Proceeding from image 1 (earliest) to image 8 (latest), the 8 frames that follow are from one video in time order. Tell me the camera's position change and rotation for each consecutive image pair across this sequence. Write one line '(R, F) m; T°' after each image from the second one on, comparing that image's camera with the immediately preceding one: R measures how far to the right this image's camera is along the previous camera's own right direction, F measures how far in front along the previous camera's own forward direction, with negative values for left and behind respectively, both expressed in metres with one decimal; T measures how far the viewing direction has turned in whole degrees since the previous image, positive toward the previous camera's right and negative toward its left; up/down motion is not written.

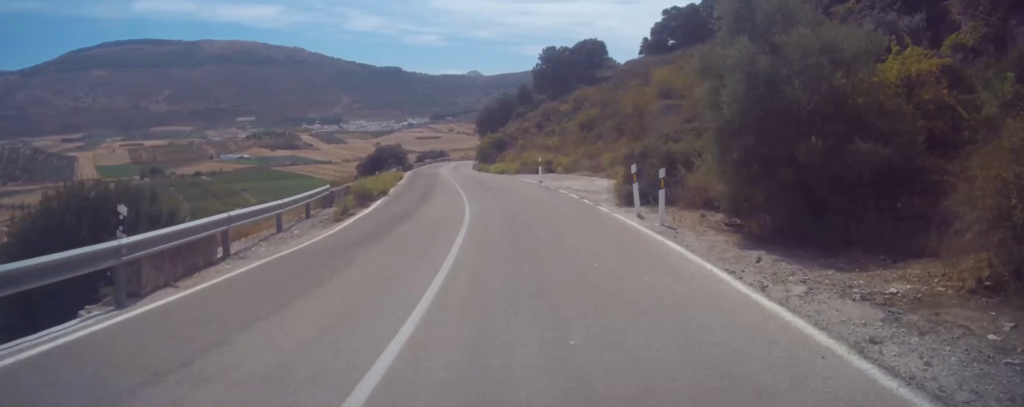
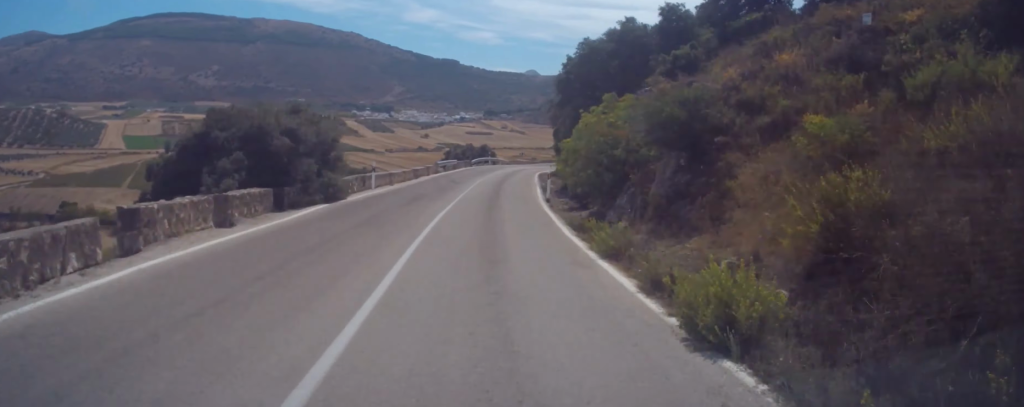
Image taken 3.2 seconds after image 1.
(-0.9, +51.8) m; +10°
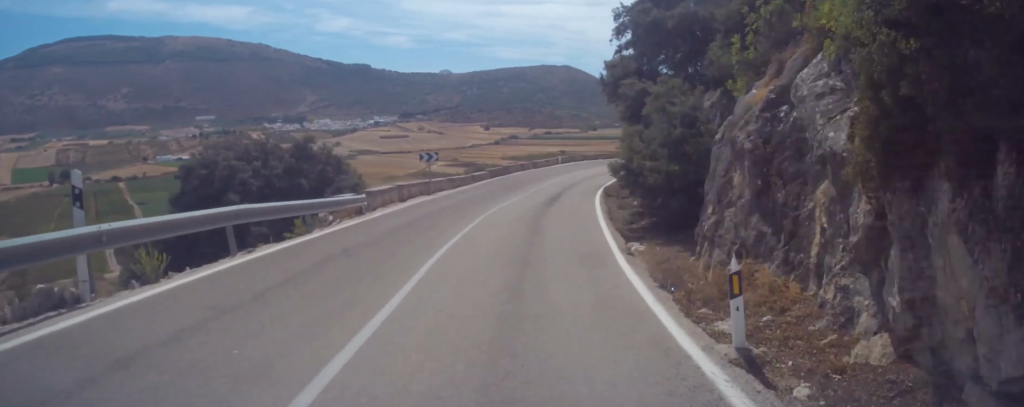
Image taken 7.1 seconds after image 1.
(+11.8, +65.8) m; +16°
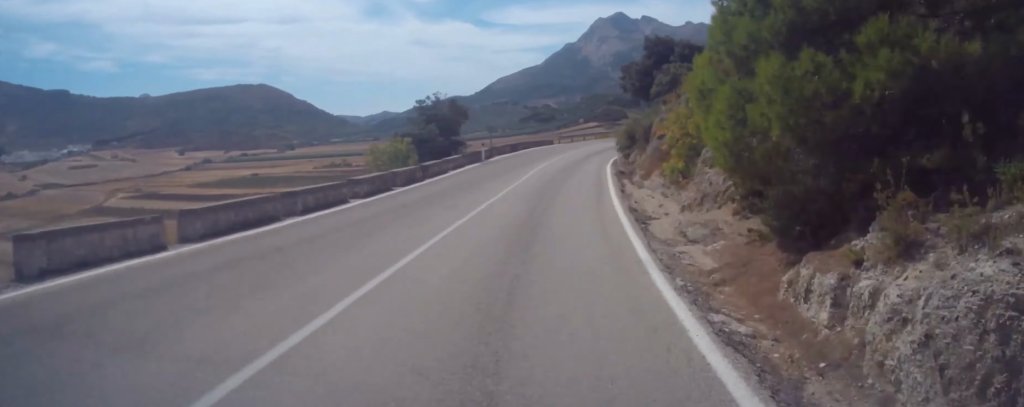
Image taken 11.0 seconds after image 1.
(+3.1, +63.3) m; +13°
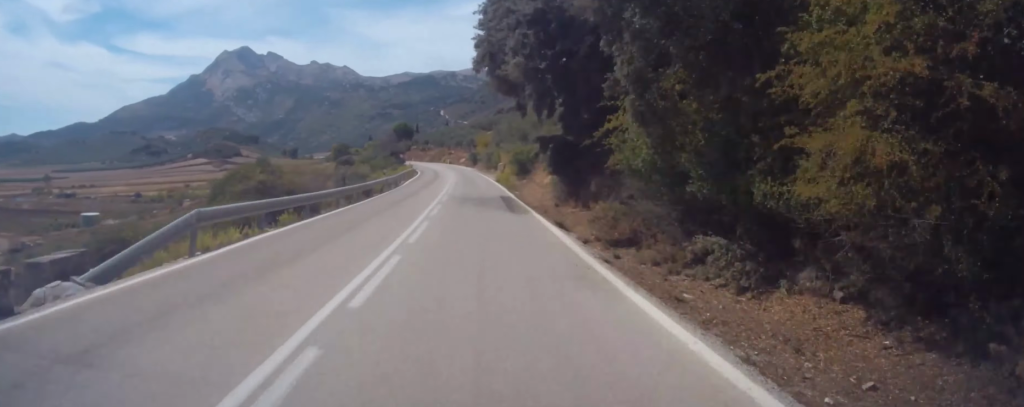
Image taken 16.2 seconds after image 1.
(+23.9, +89.9) m; +10°
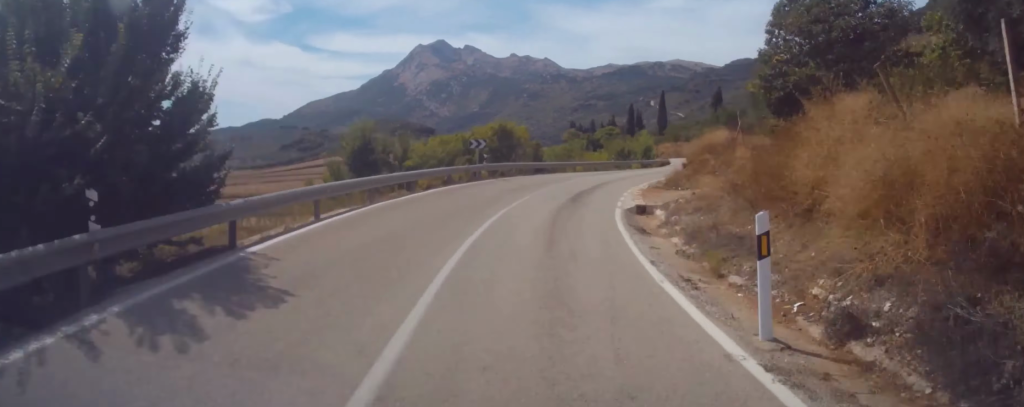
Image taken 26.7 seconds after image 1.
(+4.3, +181.0) m; +3°
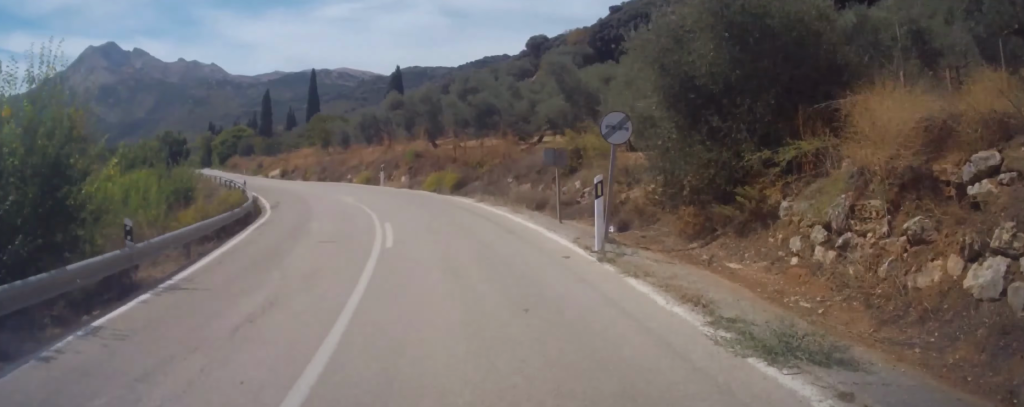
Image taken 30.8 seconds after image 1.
(+7.4, +69.2) m; 0°
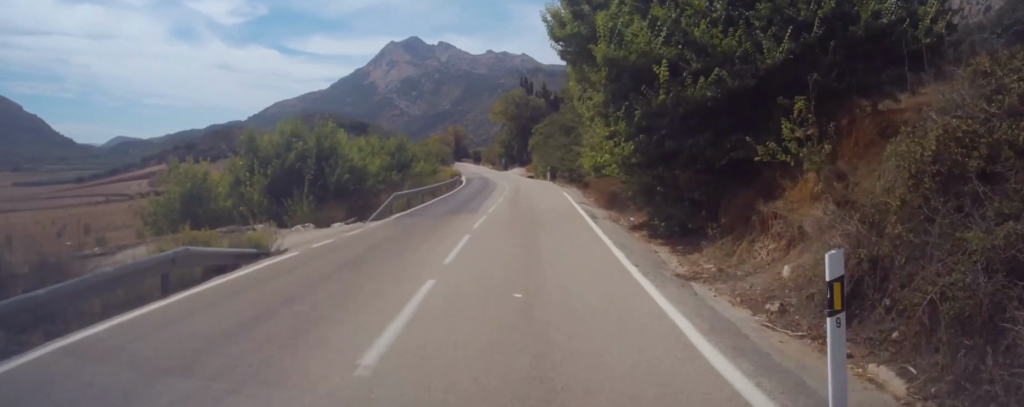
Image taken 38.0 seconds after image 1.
(-13.3, +136.4) m; -8°
